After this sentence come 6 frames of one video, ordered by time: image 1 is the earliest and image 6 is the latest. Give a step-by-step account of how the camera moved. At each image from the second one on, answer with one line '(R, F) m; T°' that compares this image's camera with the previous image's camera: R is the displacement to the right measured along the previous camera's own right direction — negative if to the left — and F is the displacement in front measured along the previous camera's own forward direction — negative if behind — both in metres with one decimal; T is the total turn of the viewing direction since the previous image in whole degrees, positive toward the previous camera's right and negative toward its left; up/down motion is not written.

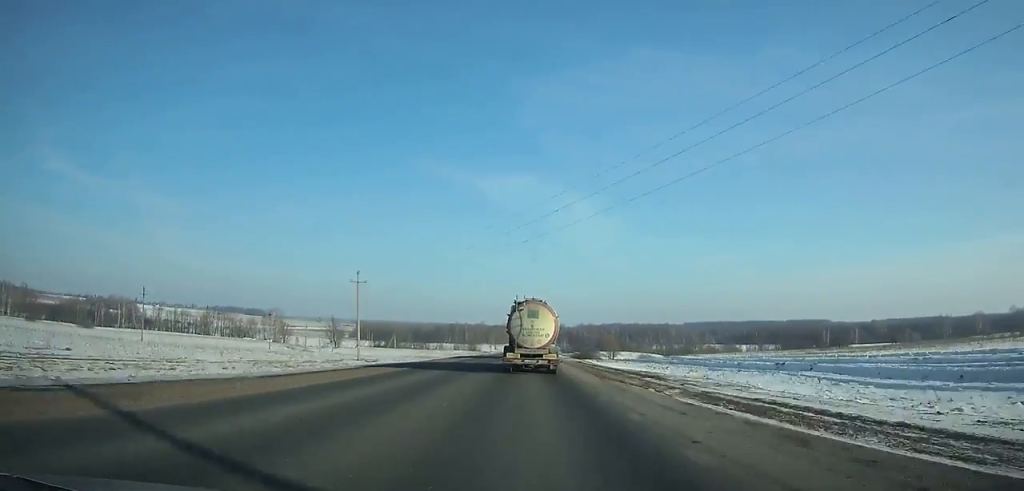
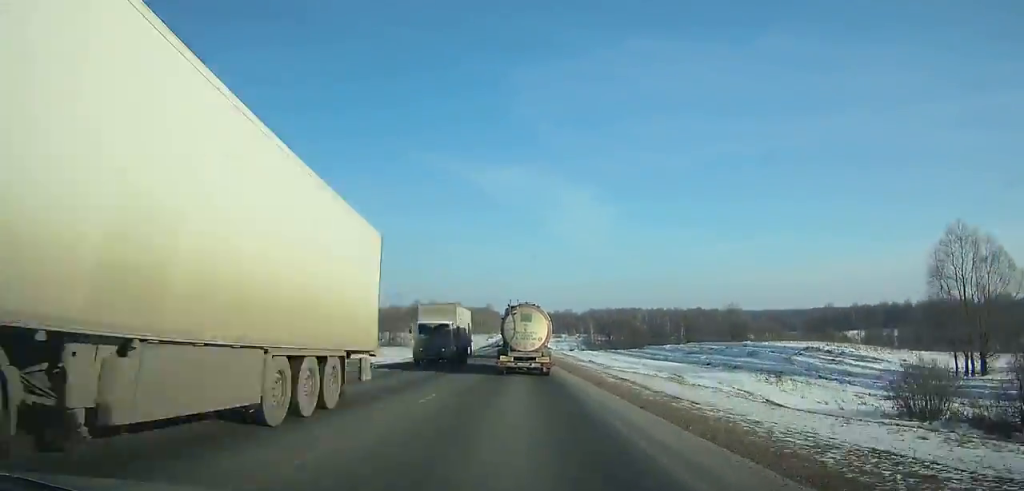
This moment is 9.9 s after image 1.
(+1.3, +220.8) m; 0°
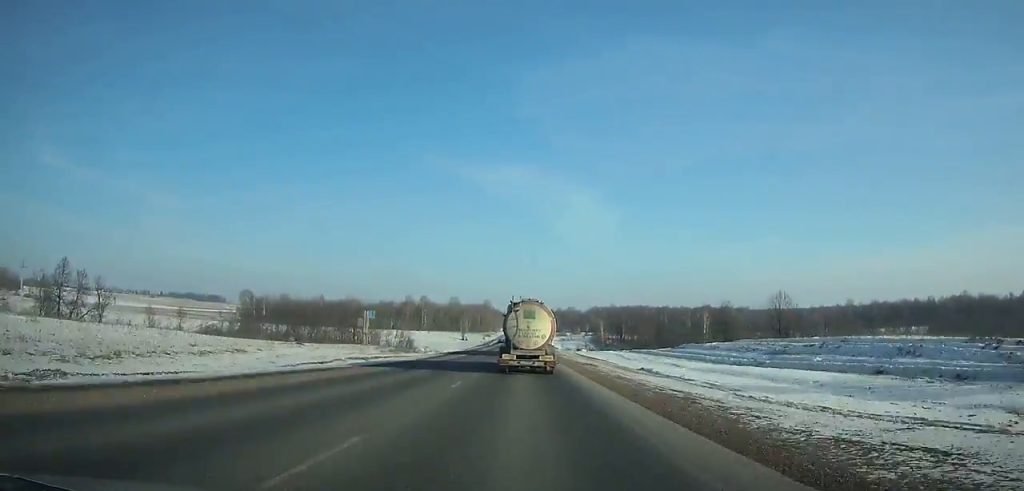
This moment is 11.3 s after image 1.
(0.0, +31.5) m; 0°
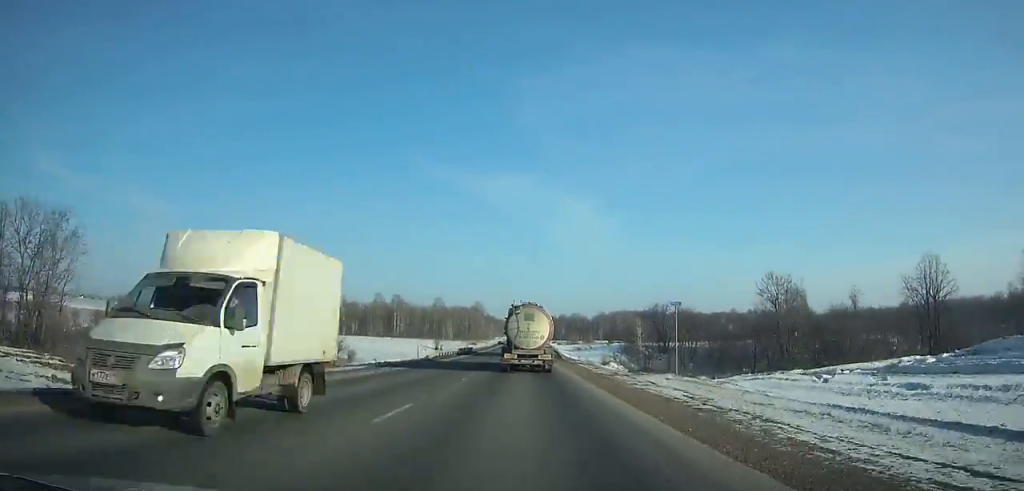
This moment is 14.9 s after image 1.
(+0.2, +80.7) m; 0°
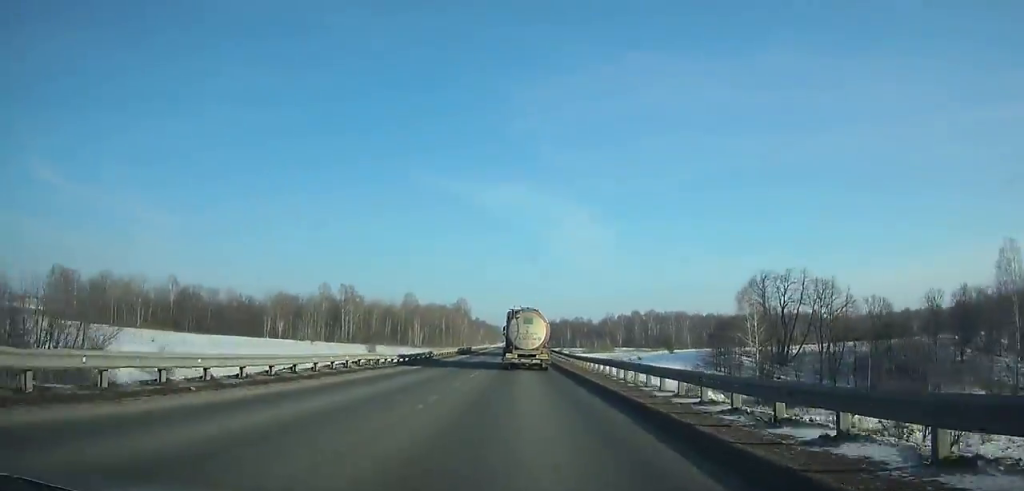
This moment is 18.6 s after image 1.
(-0.1, +82.7) m; 0°
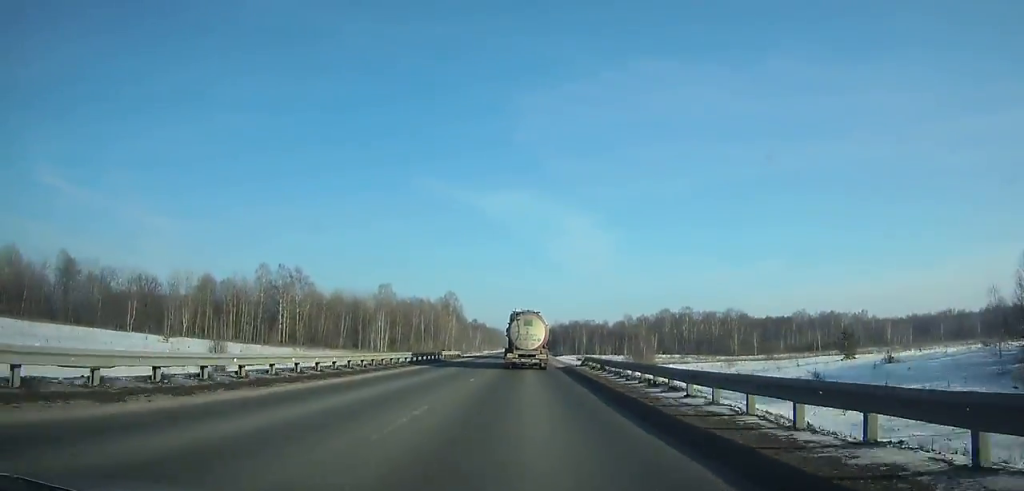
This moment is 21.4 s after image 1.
(-0.1, +62.8) m; 0°
